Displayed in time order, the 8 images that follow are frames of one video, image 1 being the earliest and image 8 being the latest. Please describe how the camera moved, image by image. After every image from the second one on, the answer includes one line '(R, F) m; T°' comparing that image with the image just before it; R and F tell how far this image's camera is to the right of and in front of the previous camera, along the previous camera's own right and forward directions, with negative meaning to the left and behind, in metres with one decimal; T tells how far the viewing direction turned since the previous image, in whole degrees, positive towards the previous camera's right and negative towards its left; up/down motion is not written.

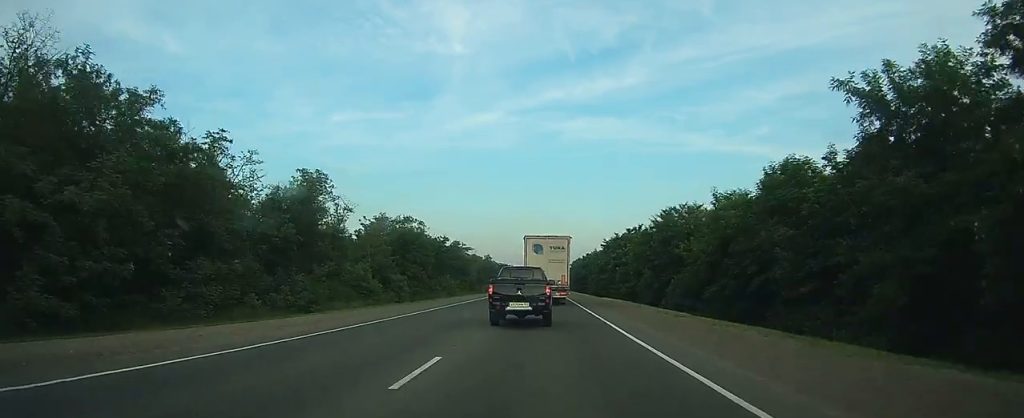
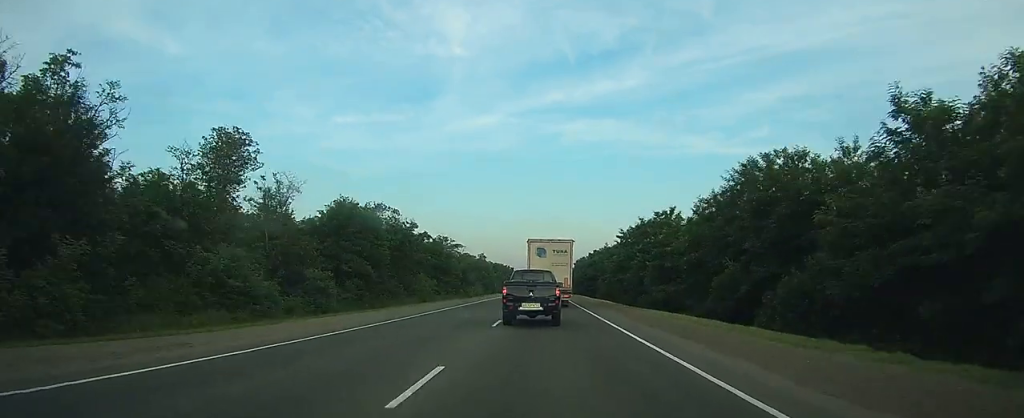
(0.0, +24.6) m; 0°
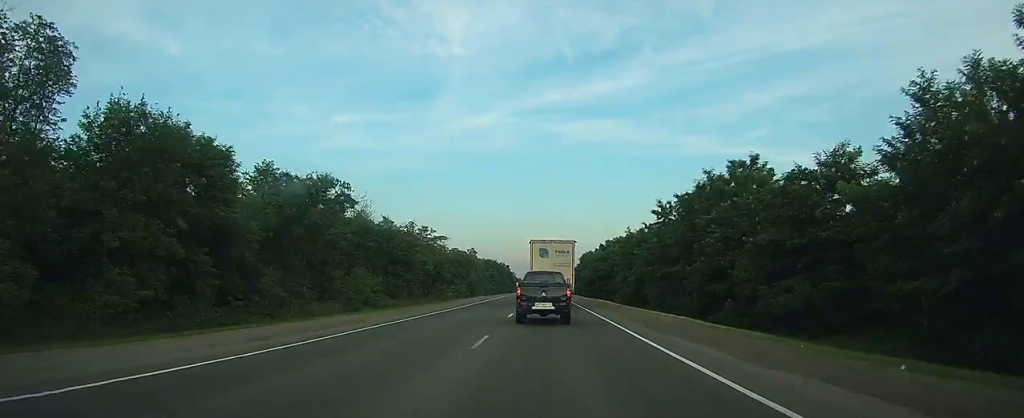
(+0.1, +29.9) m; 0°
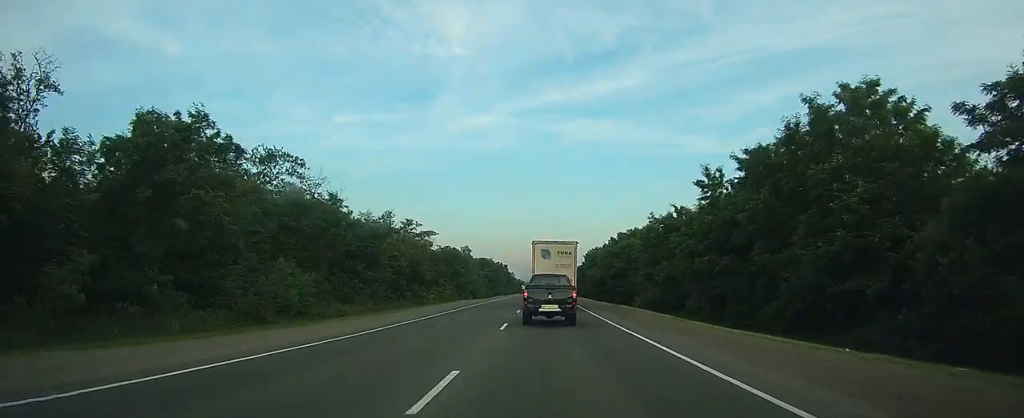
(0.0, +17.7) m; 0°
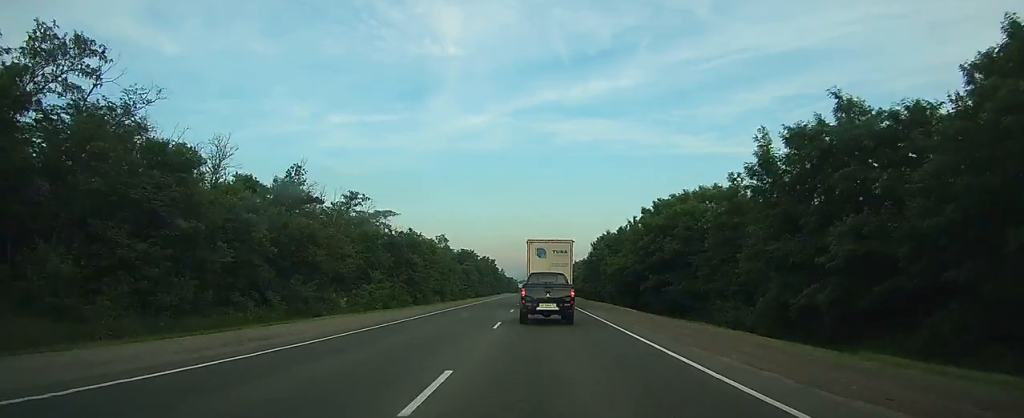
(0.0, +36.0) m; 0°
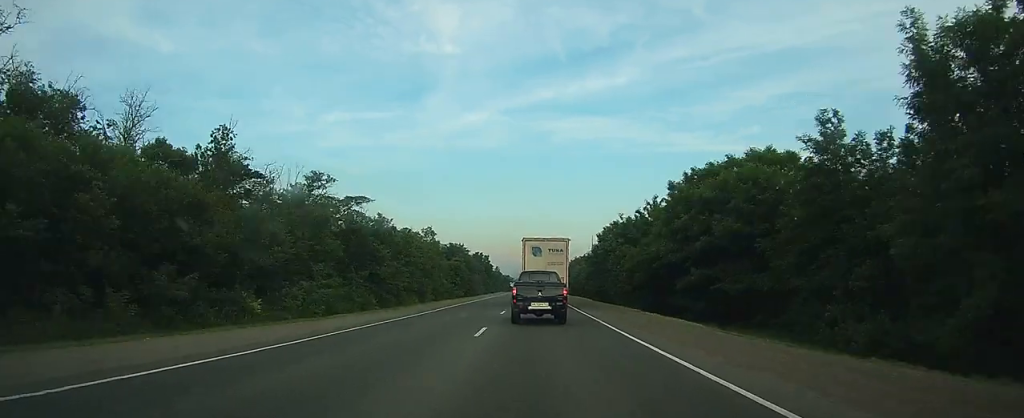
(0.0, +15.2) m; 0°
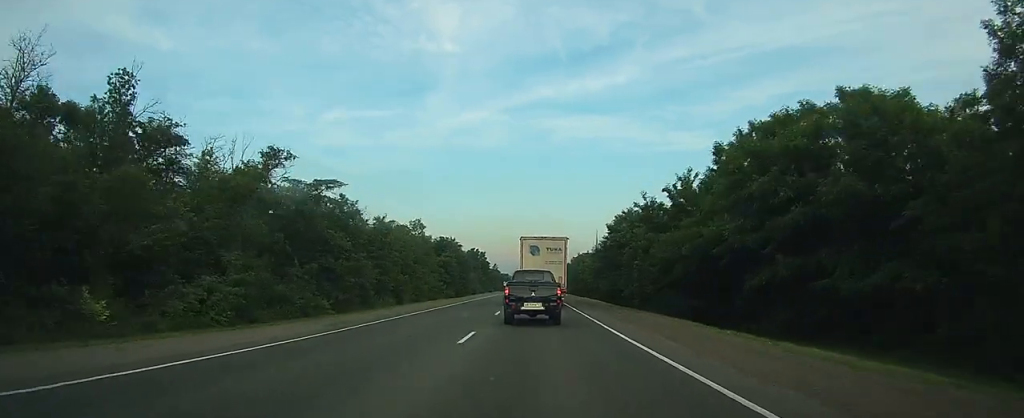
(0.0, +13.8) m; 0°
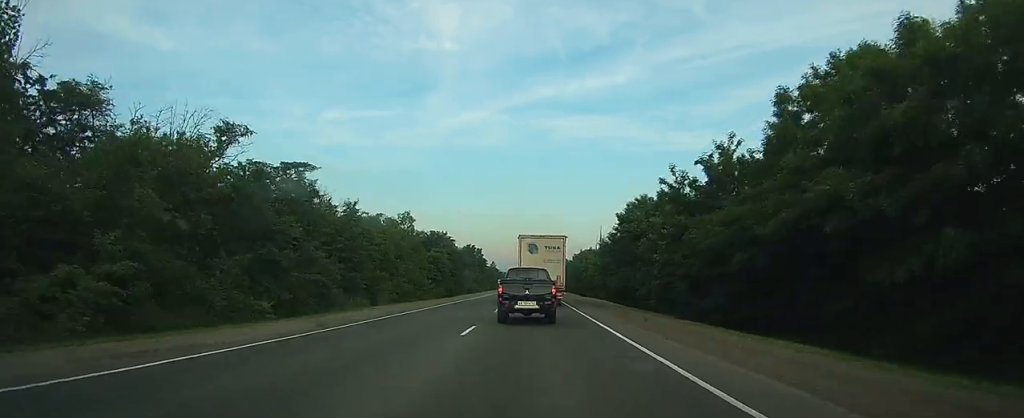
(0.0, +10.8) m; 0°
